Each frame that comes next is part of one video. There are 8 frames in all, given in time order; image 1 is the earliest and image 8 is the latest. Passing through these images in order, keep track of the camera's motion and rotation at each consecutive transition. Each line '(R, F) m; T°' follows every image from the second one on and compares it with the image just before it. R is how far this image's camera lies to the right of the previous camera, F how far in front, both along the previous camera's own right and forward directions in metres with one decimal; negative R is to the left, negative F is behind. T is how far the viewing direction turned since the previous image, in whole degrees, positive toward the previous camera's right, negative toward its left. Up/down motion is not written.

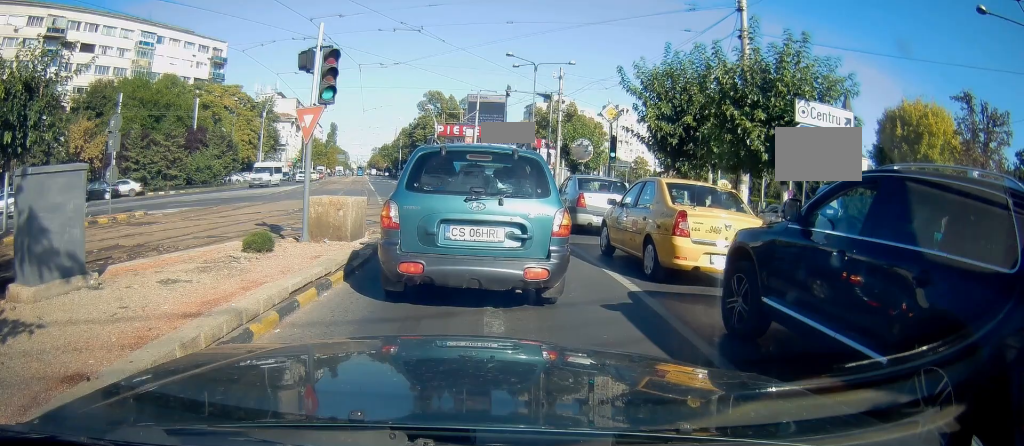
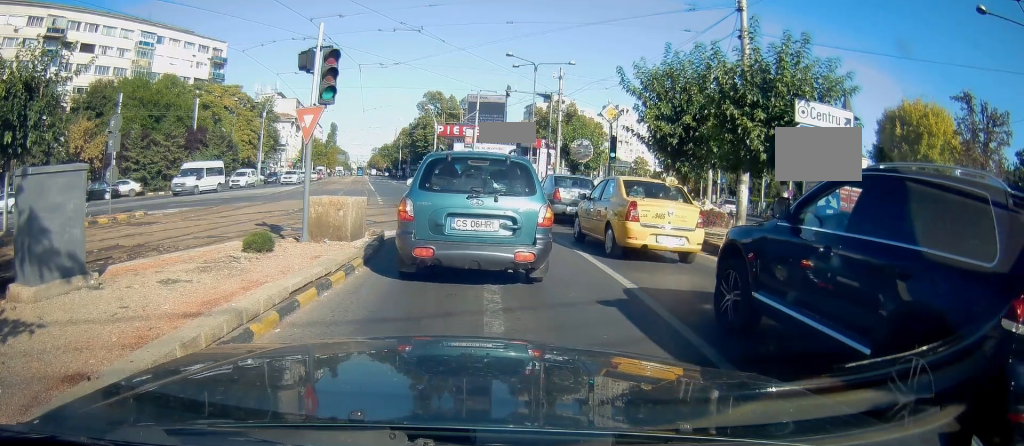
(0.0, 0.0) m; 0°
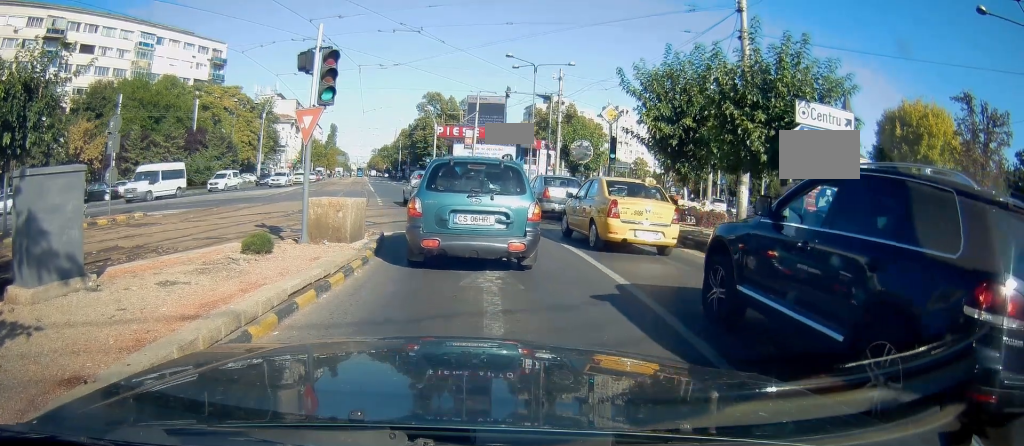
(0.0, 0.0) m; 0°
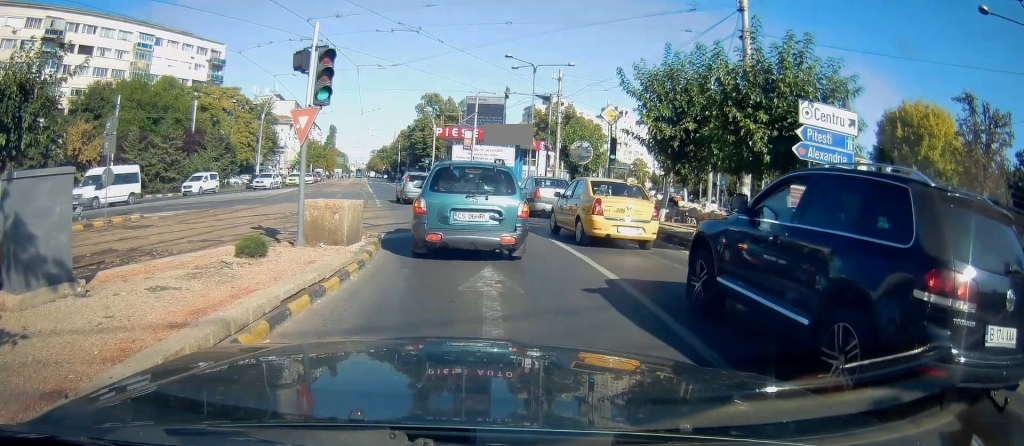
(0.0, 0.0) m; 0°
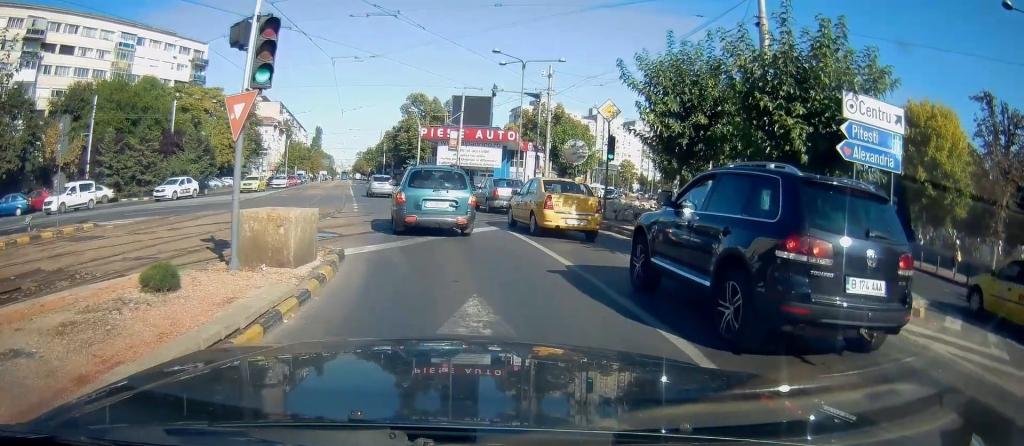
(-0.2, +0.5) m; 0°
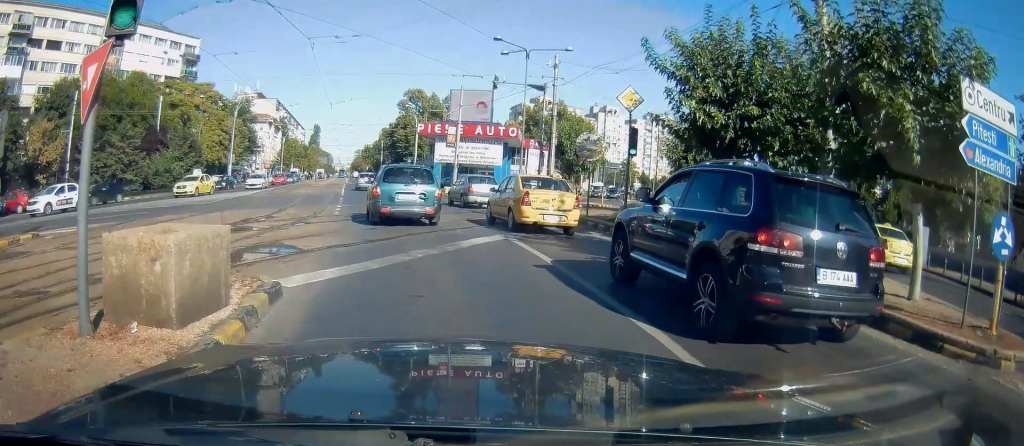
(-0.1, +1.3) m; 0°
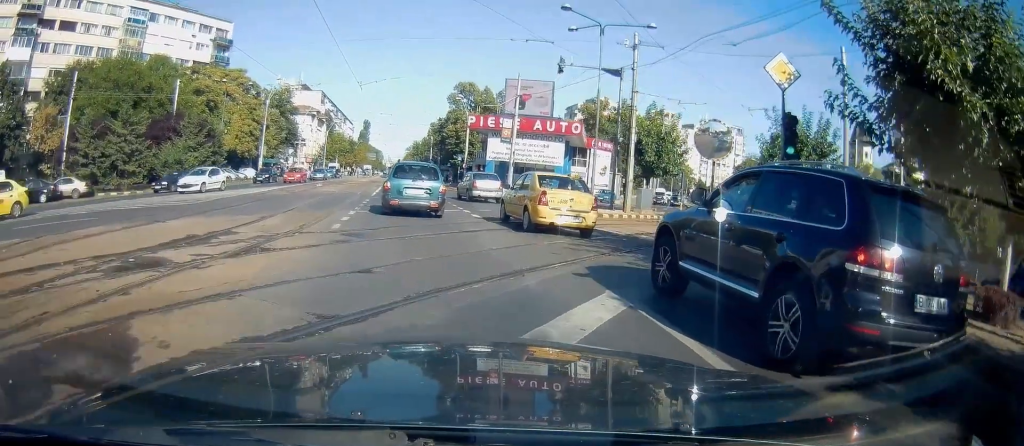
(0.0, +5.4) m; -1°
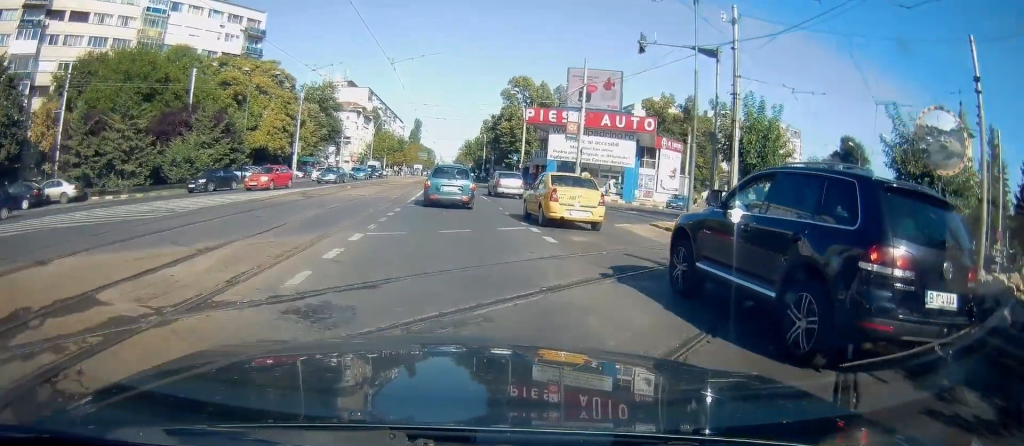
(0.0, +7.2) m; -3°
